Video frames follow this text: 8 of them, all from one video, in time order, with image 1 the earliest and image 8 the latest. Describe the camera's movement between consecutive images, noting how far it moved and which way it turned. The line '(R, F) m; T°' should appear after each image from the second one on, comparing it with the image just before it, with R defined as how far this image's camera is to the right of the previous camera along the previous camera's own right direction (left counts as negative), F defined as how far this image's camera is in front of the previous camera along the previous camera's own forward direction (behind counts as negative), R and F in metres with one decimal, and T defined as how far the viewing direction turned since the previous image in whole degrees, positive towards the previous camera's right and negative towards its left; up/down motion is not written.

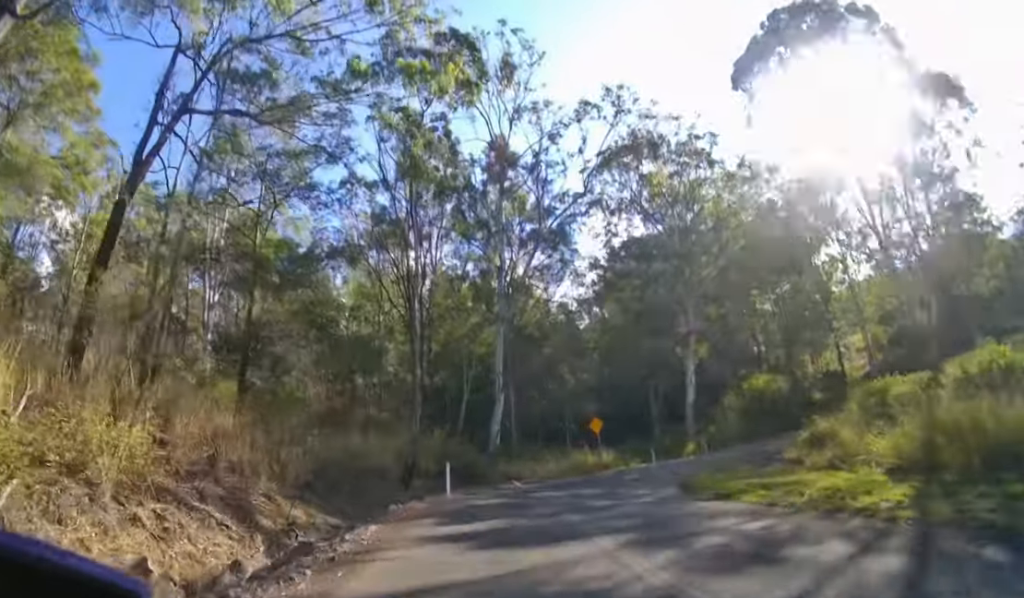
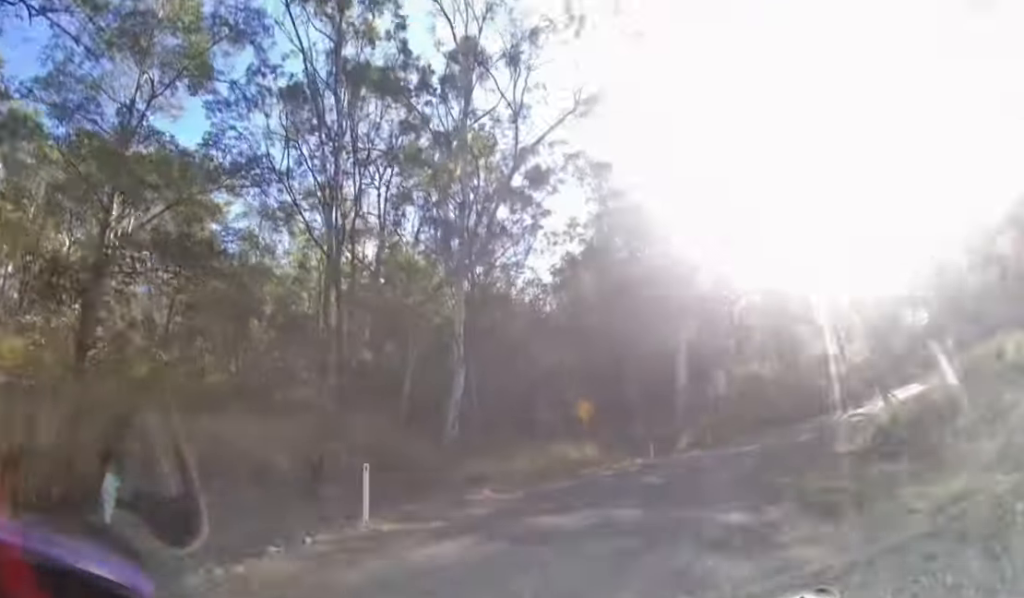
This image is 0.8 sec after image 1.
(+0.2, +8.3) m; +5°
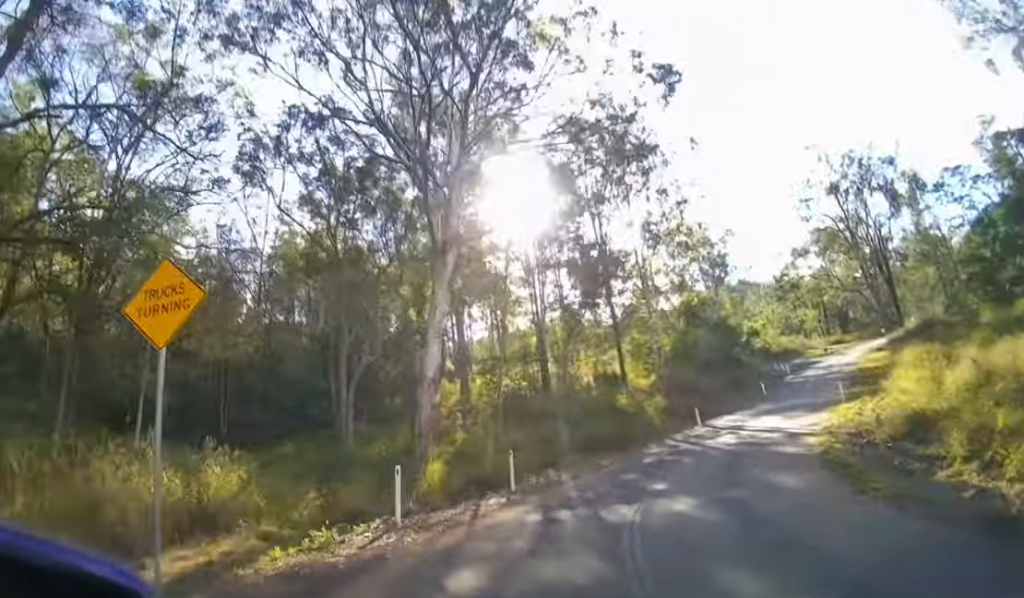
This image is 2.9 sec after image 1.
(+4.6, +19.0) m; +35°
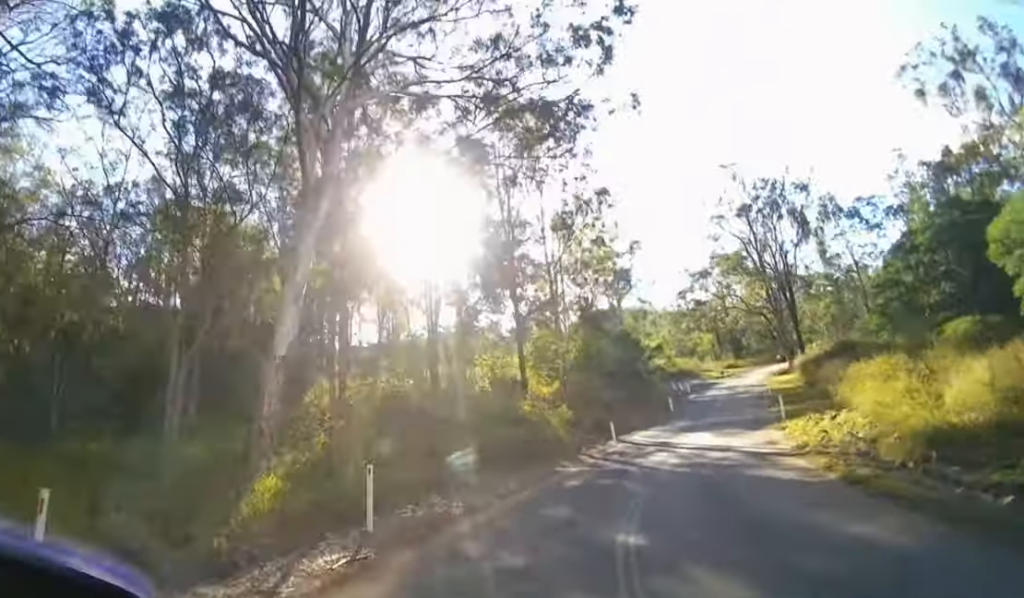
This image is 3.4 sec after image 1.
(+0.1, +4.9) m; +12°
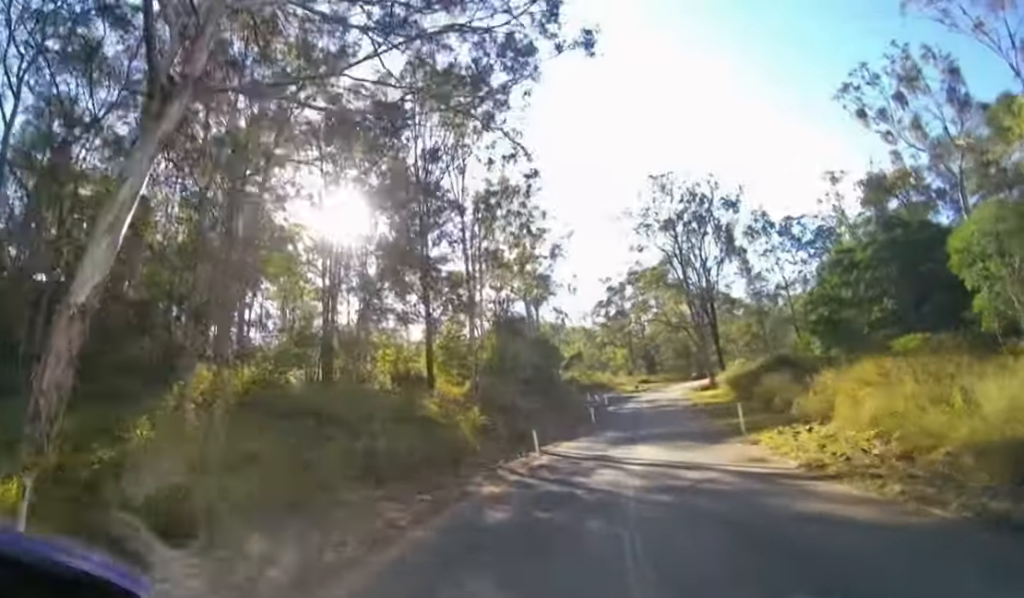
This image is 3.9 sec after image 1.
(+0.9, +4.5) m; +9°
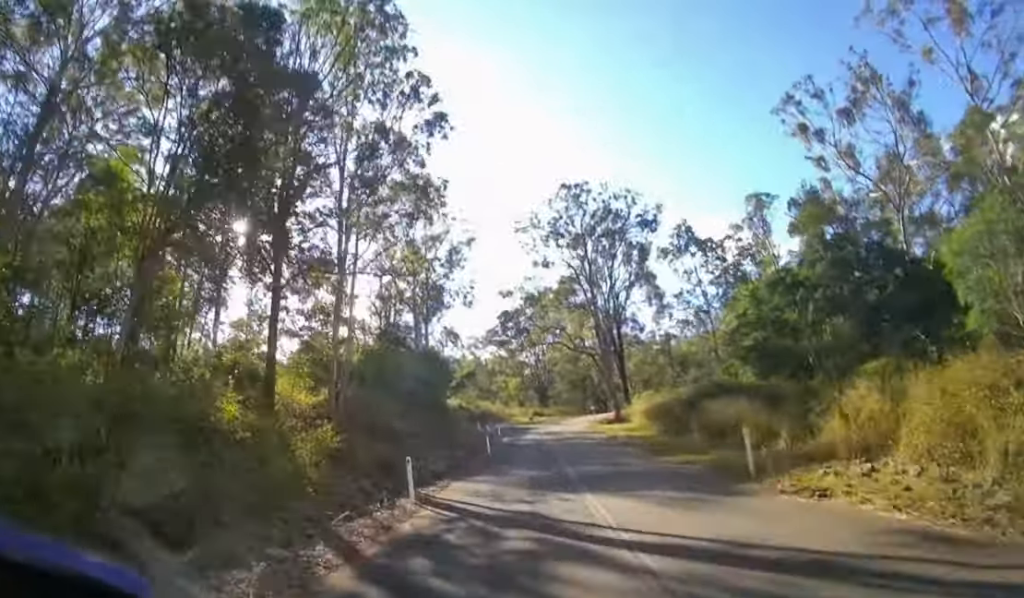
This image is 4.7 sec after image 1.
(+0.9, +7.1) m; +11°
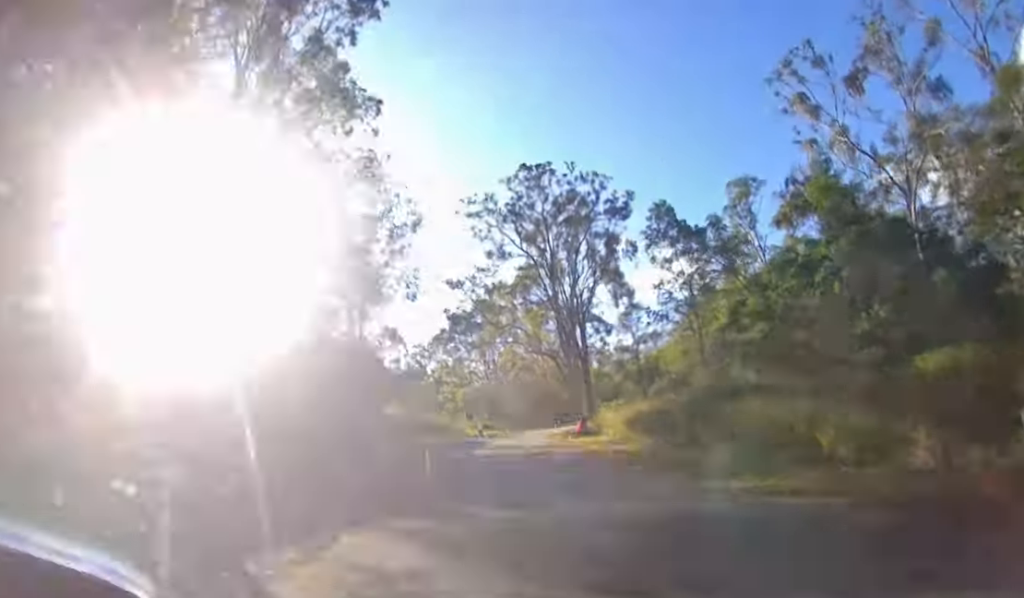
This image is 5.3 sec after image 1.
(+0.4, +6.6) m; +5°
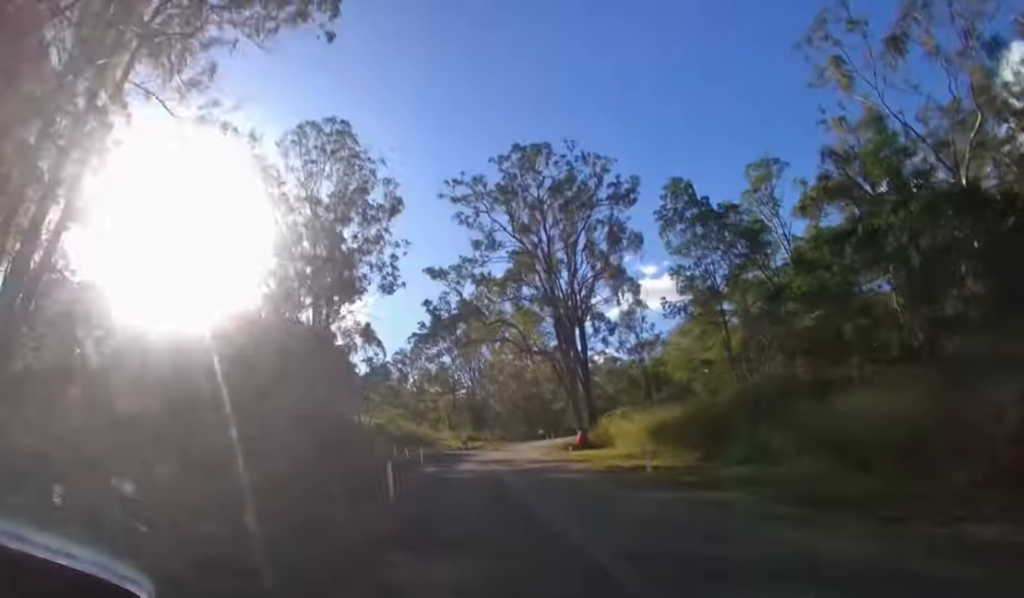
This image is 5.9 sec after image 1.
(+0.2, +5.2) m; +2°
